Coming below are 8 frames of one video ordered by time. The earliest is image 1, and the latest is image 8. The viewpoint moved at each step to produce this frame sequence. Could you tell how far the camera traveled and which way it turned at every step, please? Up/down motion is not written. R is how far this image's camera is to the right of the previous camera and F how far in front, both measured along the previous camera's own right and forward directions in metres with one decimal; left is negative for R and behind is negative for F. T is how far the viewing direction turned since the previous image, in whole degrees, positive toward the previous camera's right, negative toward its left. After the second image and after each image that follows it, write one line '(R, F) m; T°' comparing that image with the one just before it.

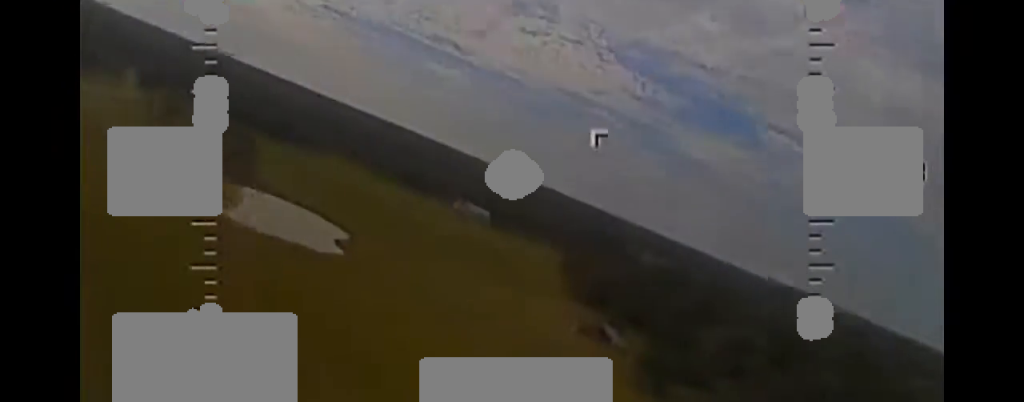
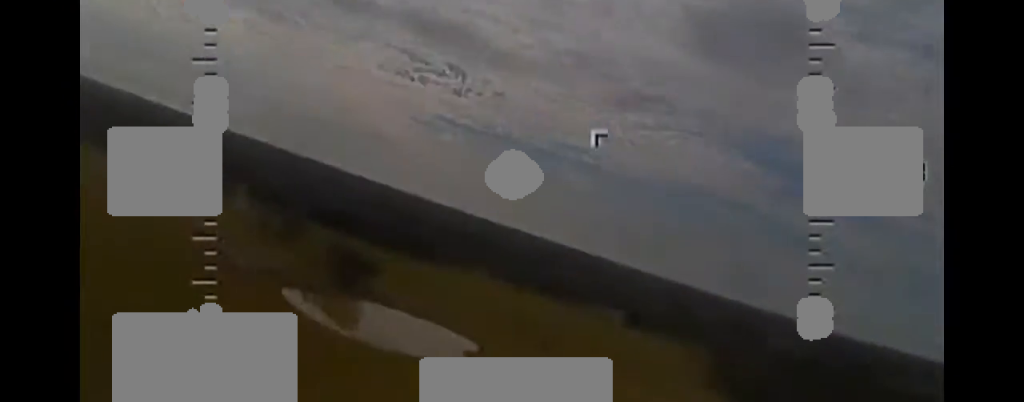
(+1.1, +5.8) m; -10°
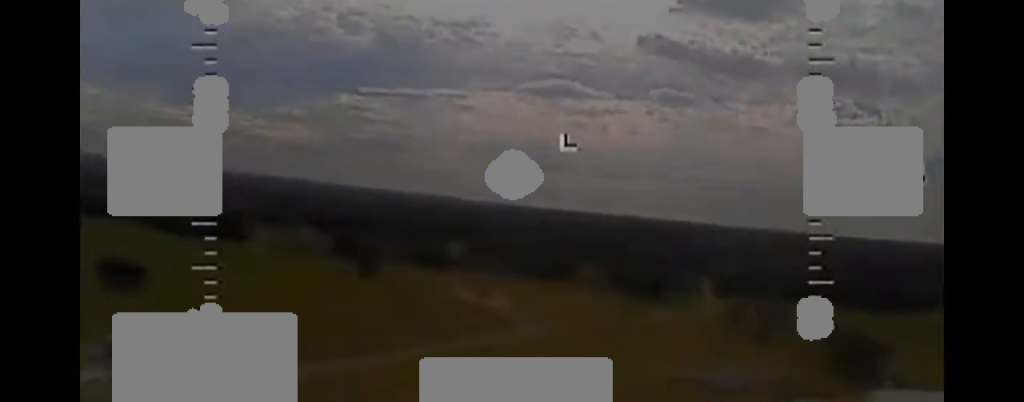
(-22.5, +30.7) m; -49°
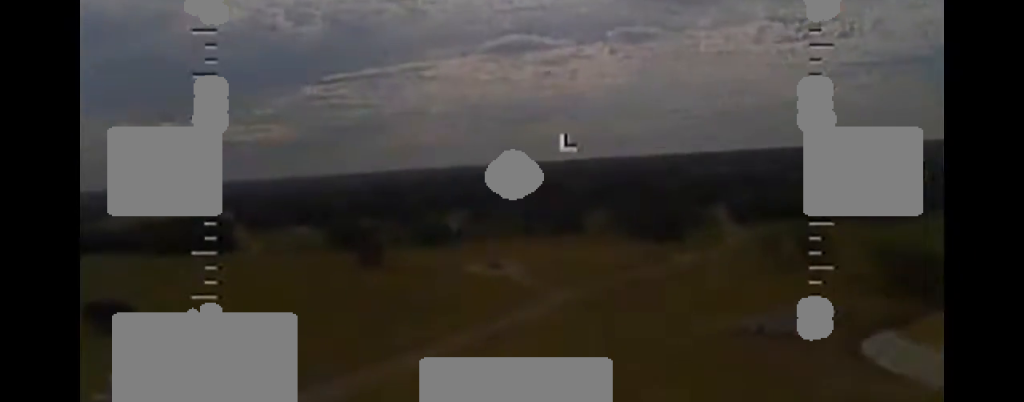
(-0.4, +18.7) m; -2°
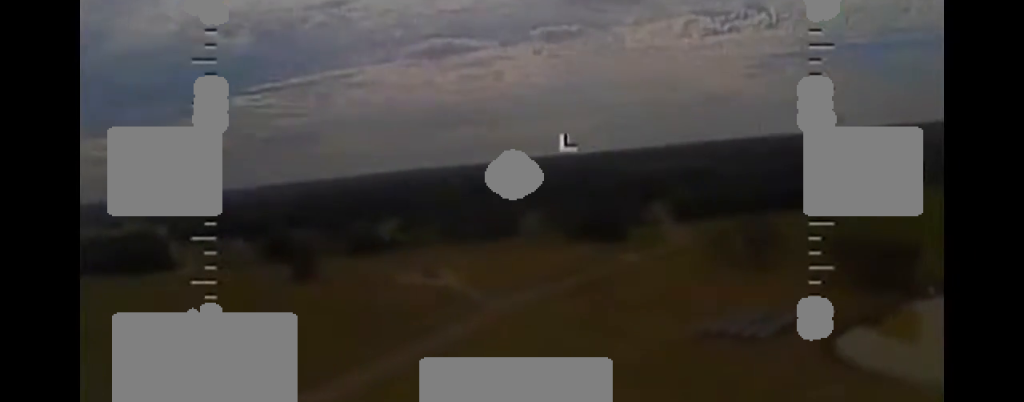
(-0.1, +9.0) m; +1°
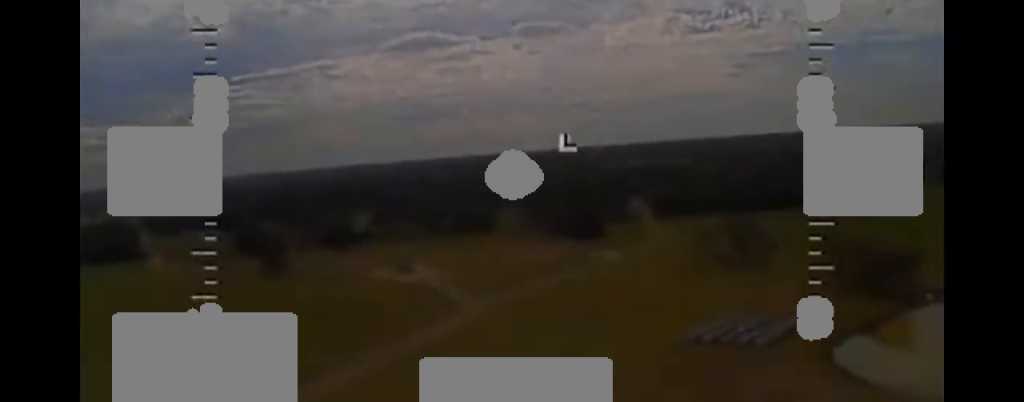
(-0.3, +8.0) m; +2°
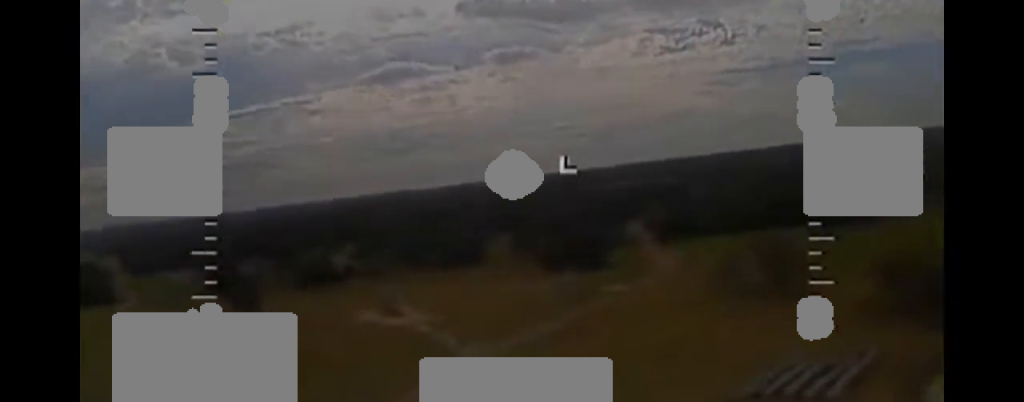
(+1.2, +24.4) m; +1°
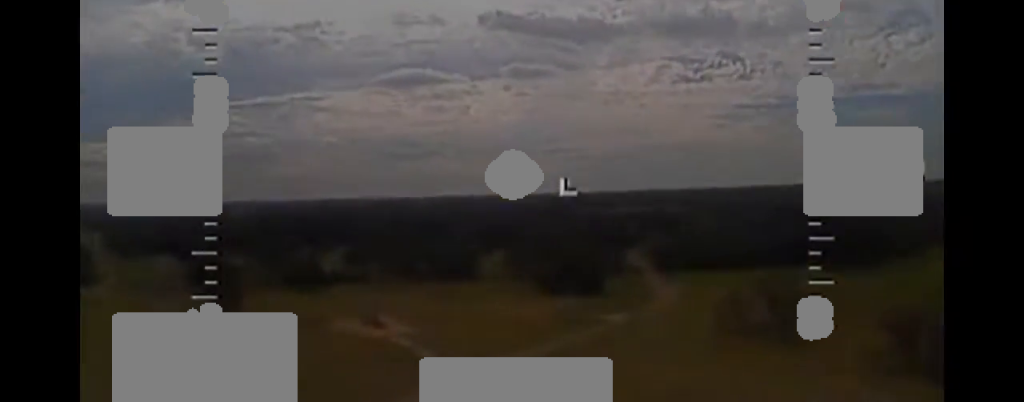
(-0.2, +10.0) m; 0°
